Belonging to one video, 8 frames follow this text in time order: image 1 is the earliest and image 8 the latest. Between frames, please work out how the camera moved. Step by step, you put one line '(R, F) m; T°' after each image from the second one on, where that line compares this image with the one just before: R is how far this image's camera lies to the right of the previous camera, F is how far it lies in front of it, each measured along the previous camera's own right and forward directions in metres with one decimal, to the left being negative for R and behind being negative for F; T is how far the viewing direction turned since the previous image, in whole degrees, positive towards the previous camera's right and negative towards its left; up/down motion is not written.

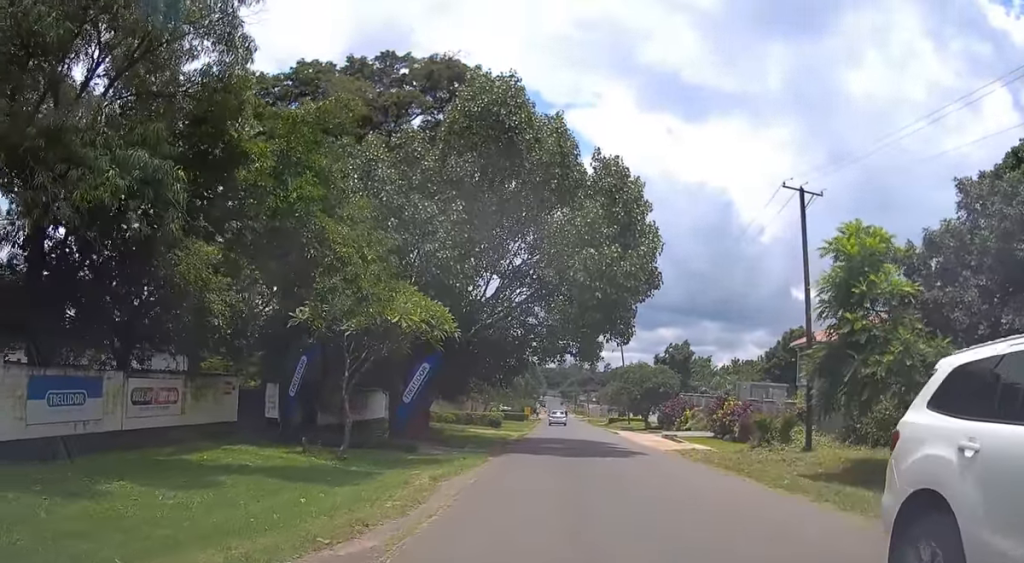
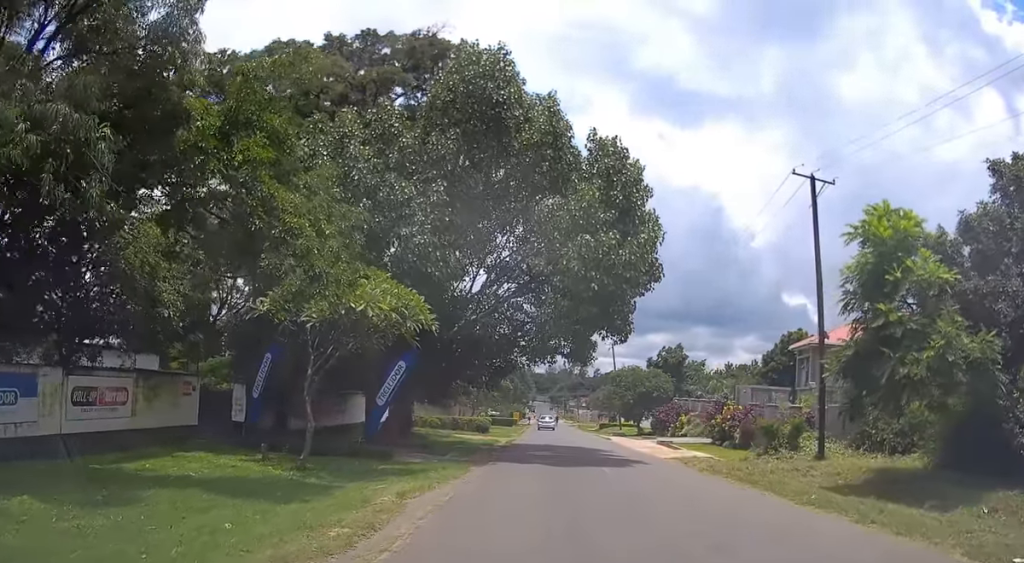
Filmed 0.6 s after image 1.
(0.0, +2.1) m; 0°
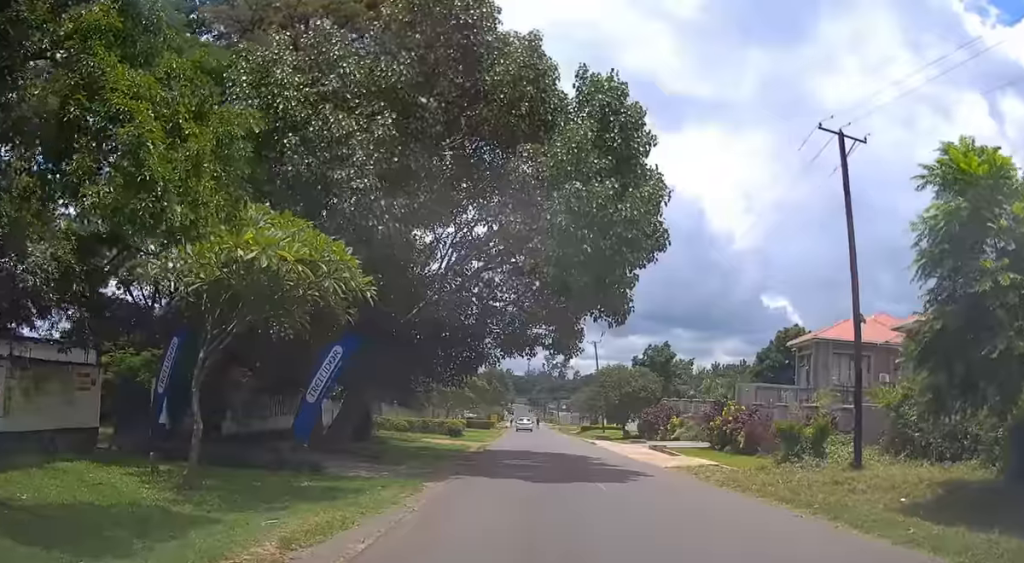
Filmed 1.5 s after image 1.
(0.0, +3.9) m; 0°
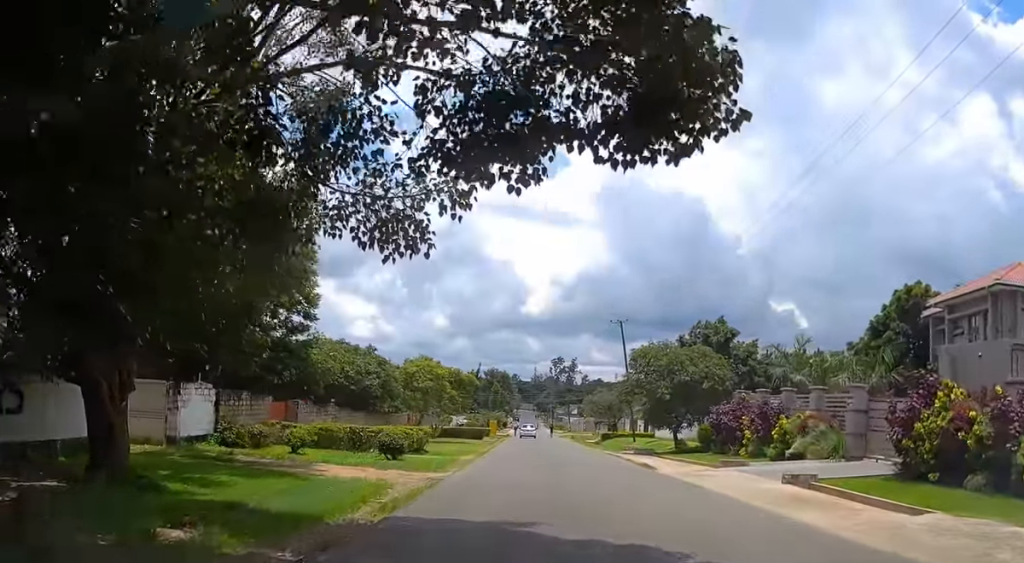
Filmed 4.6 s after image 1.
(+0.6, +19.1) m; +1°
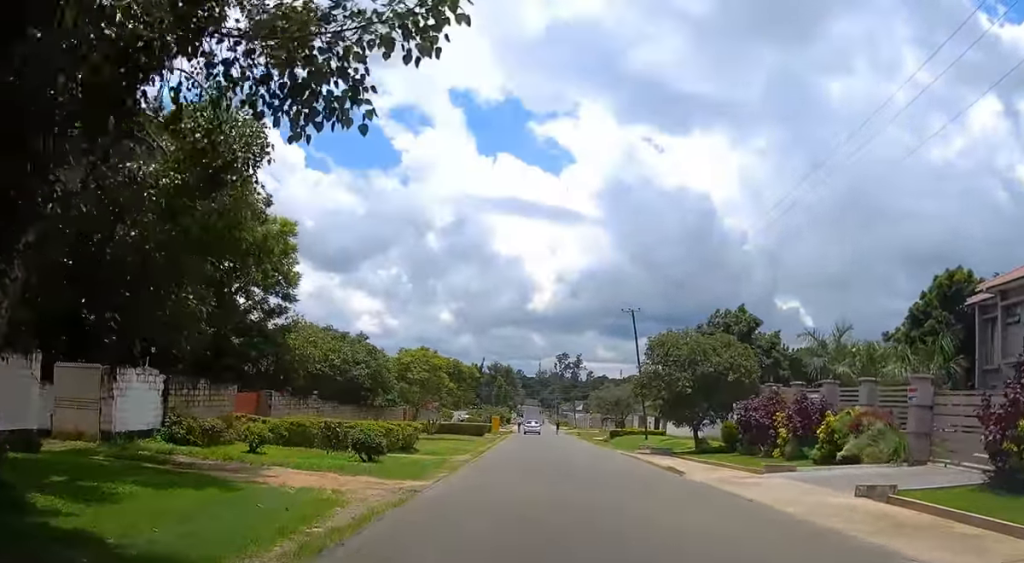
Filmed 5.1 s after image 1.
(0.0, +4.0) m; -1°
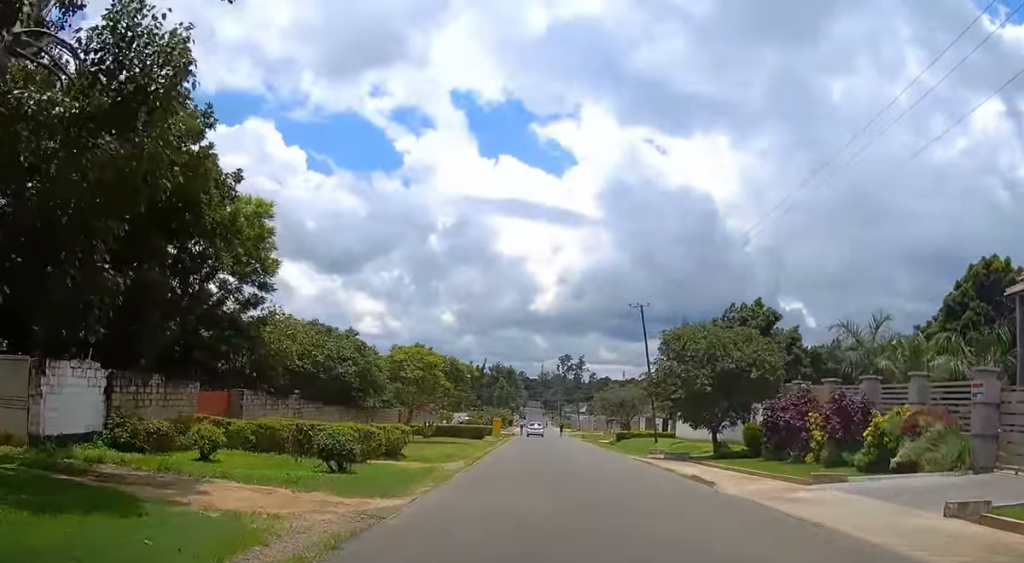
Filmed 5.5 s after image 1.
(-0.1, +3.4) m; 0°
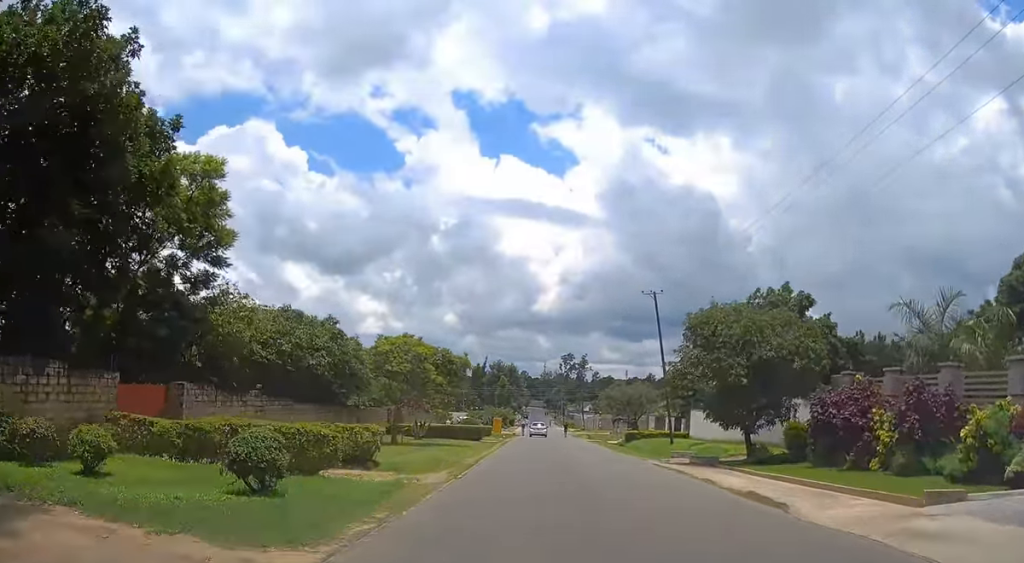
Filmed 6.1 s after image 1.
(-0.1, +5.0) m; 0°
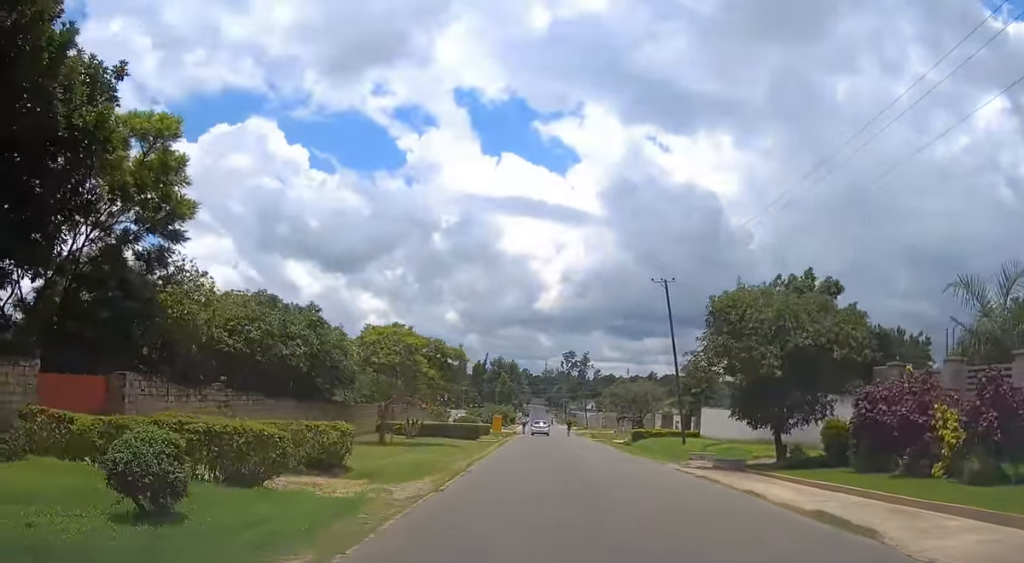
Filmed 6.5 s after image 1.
(+0.1, +3.7) m; 0°
